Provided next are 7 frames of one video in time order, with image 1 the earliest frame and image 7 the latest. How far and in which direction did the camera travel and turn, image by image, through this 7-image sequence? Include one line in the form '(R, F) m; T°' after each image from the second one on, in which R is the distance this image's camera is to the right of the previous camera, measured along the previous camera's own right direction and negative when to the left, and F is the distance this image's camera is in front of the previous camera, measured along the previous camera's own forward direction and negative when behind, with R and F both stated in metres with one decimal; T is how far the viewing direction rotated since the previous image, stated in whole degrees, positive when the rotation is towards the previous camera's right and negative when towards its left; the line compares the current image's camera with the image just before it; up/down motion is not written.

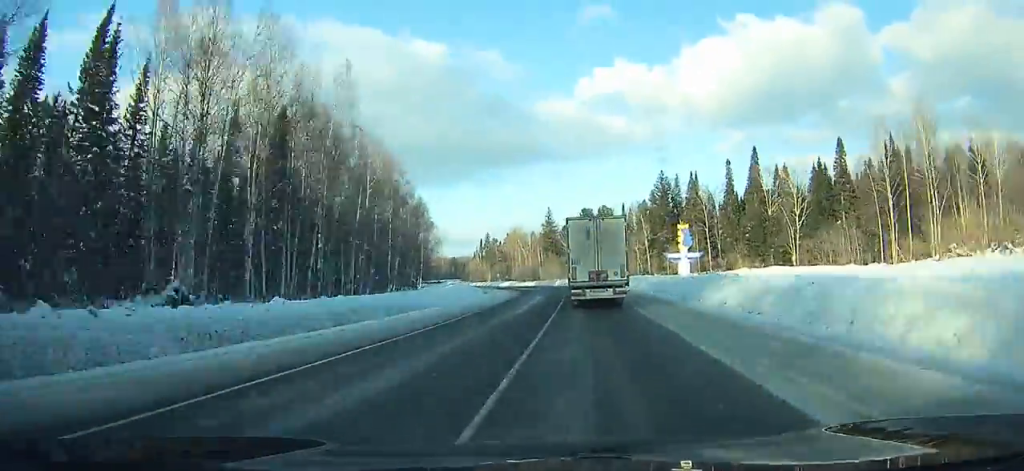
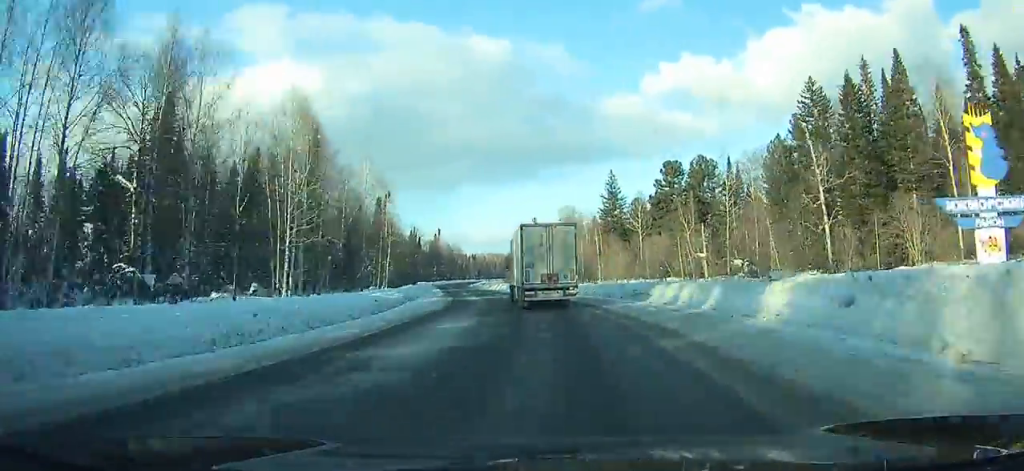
(-0.7, +70.3) m; -6°
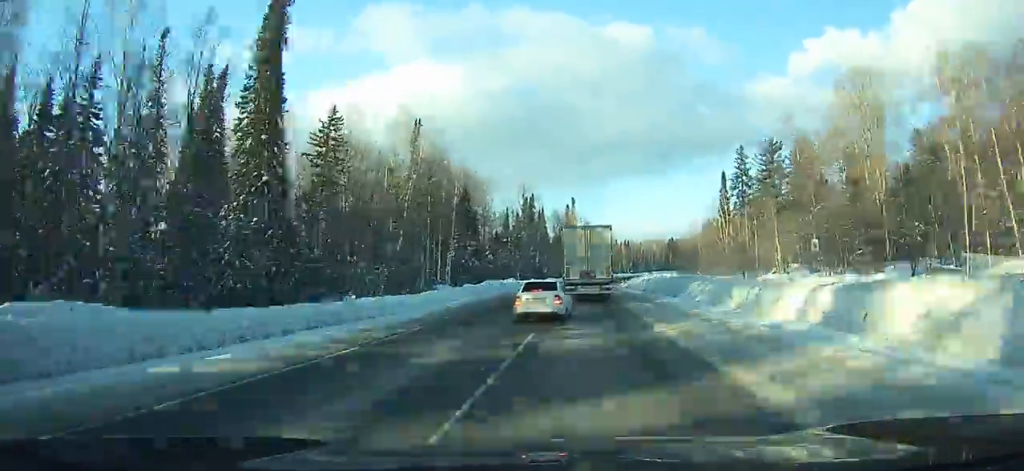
(-12.5, +106.4) m; -9°
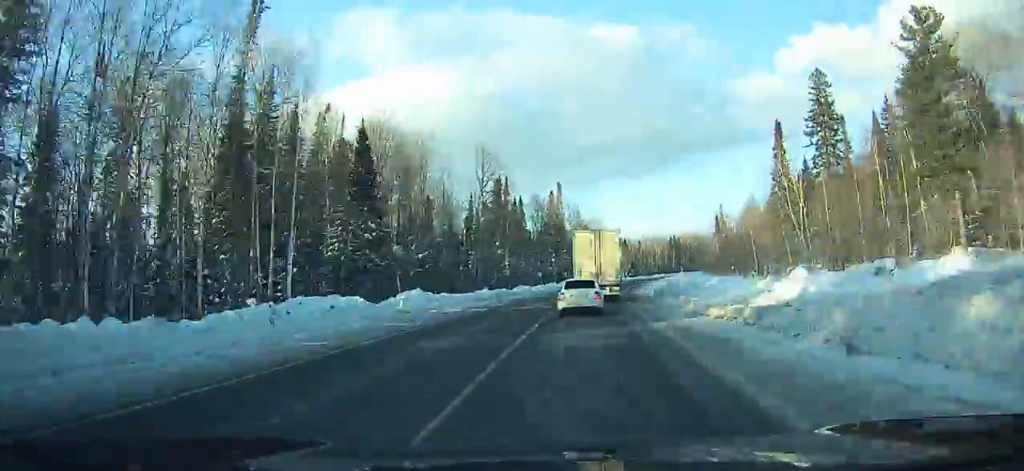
(-0.2, +43.6) m; +1°
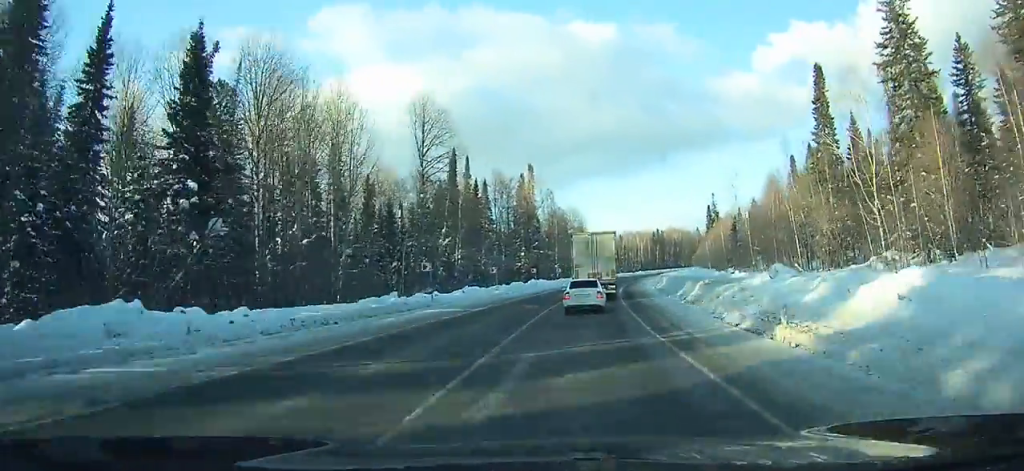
(-0.3, +24.6) m; +1°
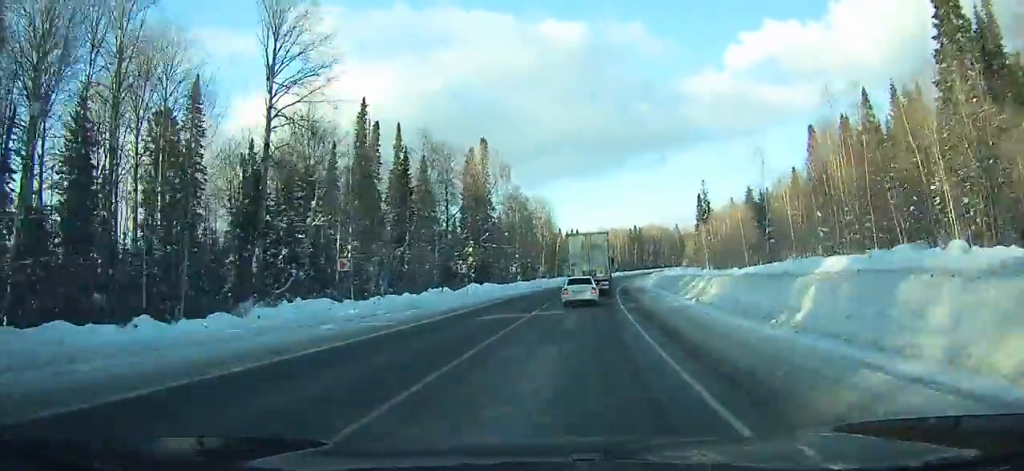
(+0.9, +30.1) m; +2°
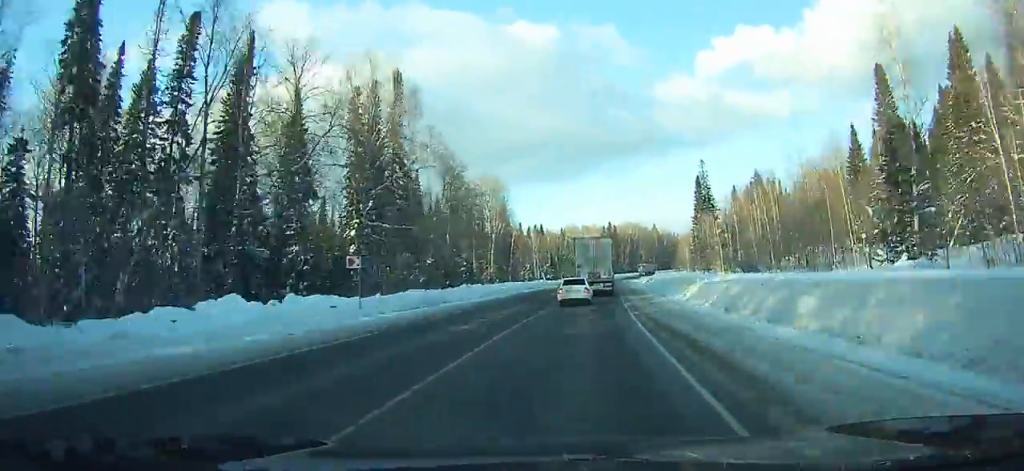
(+0.8, +39.3) m; +3°
